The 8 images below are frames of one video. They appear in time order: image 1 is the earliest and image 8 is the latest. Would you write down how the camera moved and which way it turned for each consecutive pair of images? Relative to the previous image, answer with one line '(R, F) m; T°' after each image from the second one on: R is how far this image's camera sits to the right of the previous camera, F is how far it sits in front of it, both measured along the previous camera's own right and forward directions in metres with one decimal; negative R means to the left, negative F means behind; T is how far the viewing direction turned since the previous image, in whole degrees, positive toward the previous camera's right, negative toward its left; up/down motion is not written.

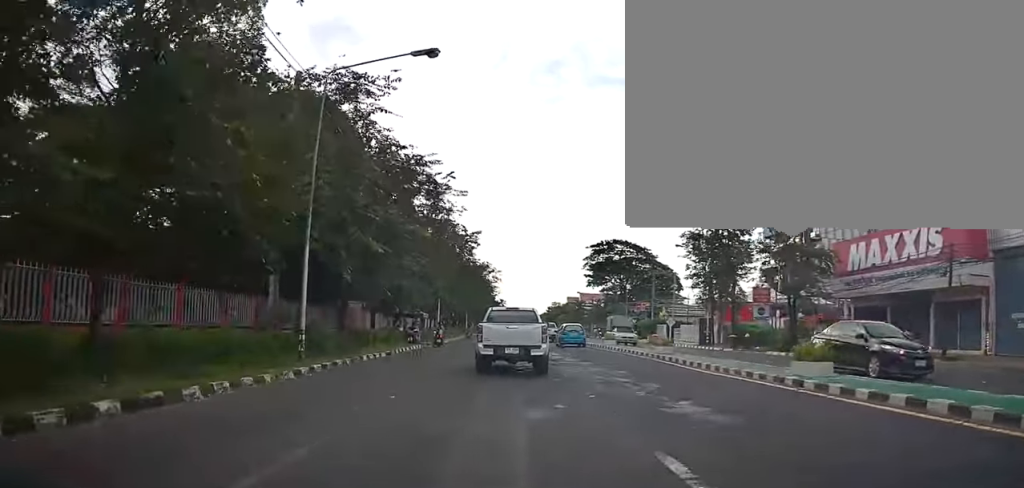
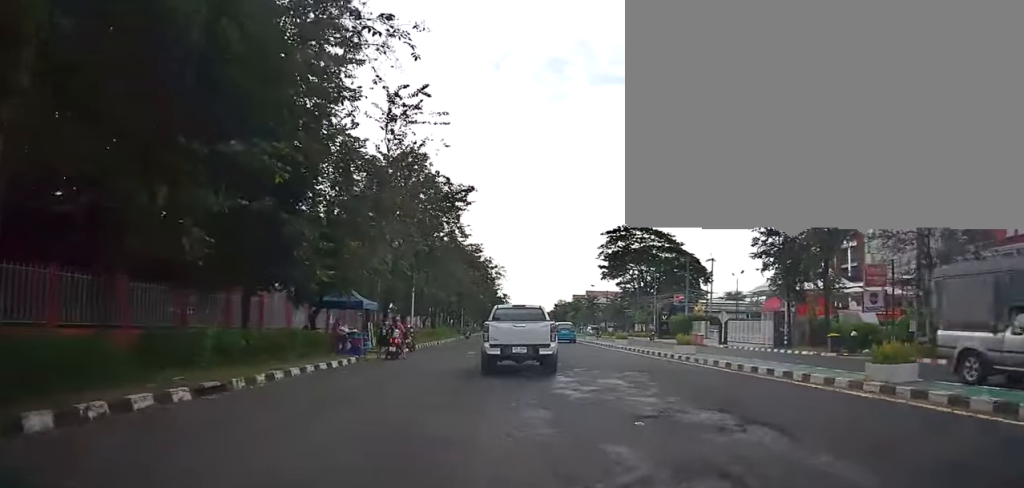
(+0.4, +14.8) m; +2°
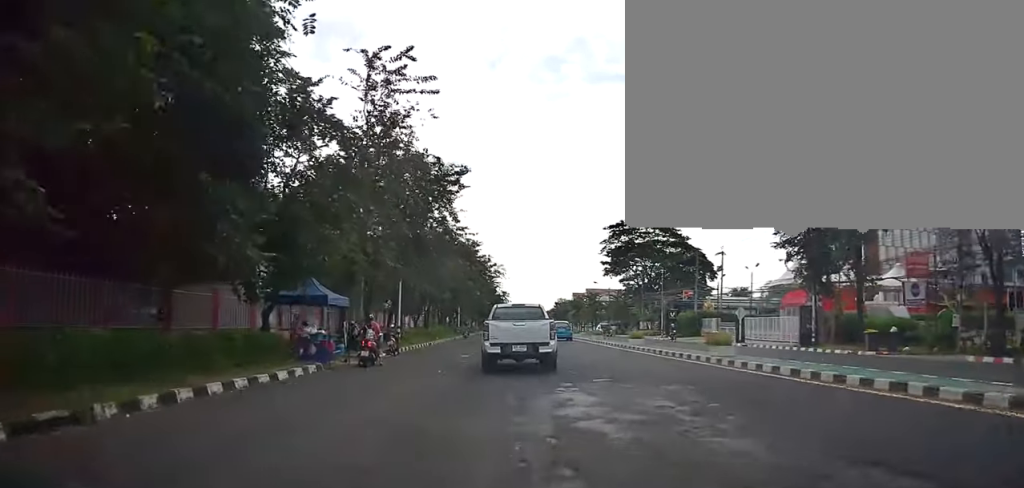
(+0.1, +3.9) m; 0°
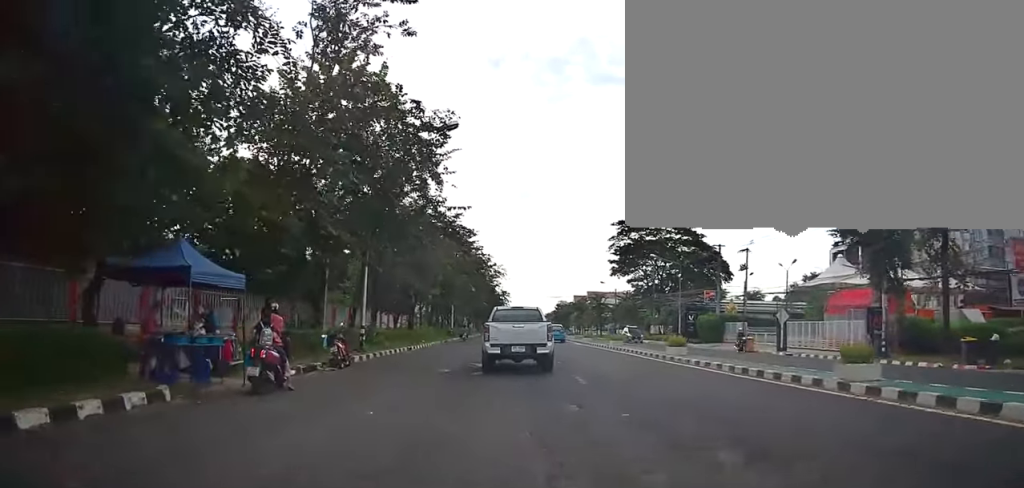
(-0.4, +7.5) m; -1°
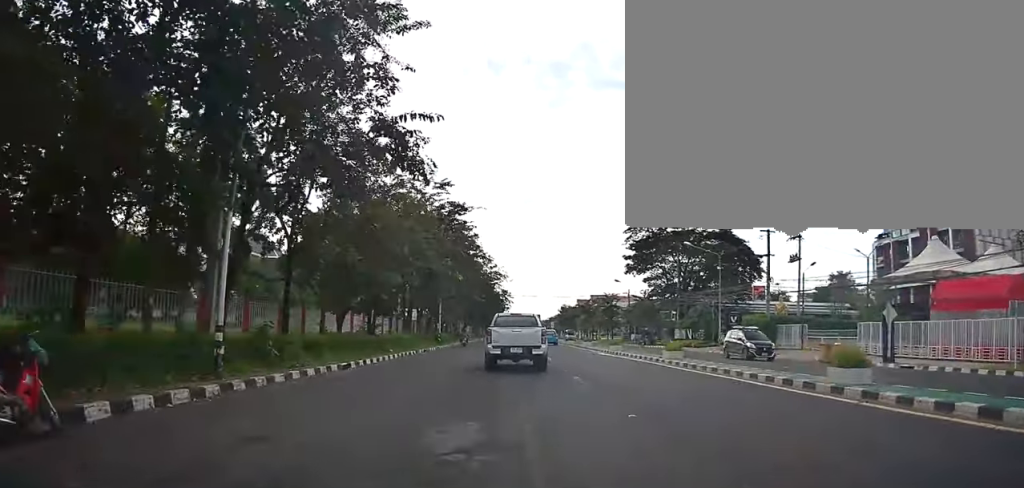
(-0.1, +11.8) m; -1°
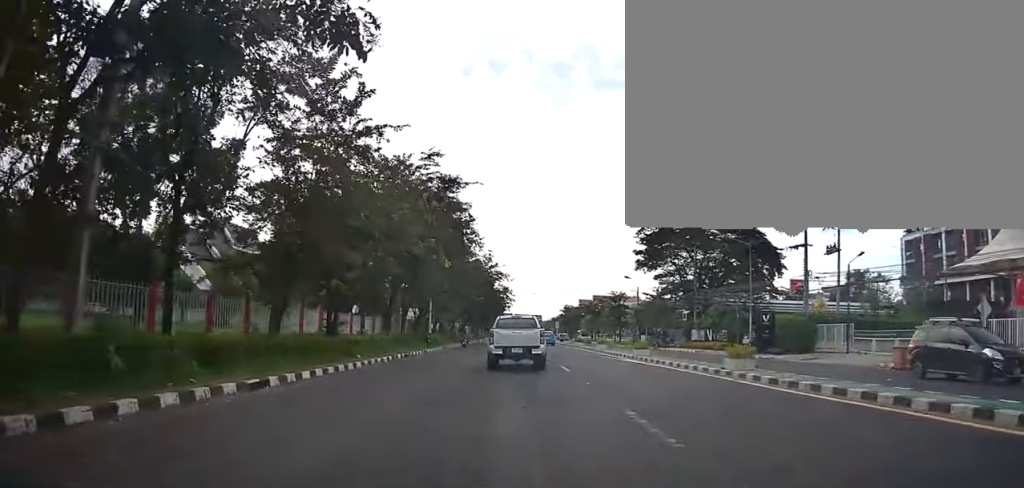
(0.0, +6.3) m; +2°
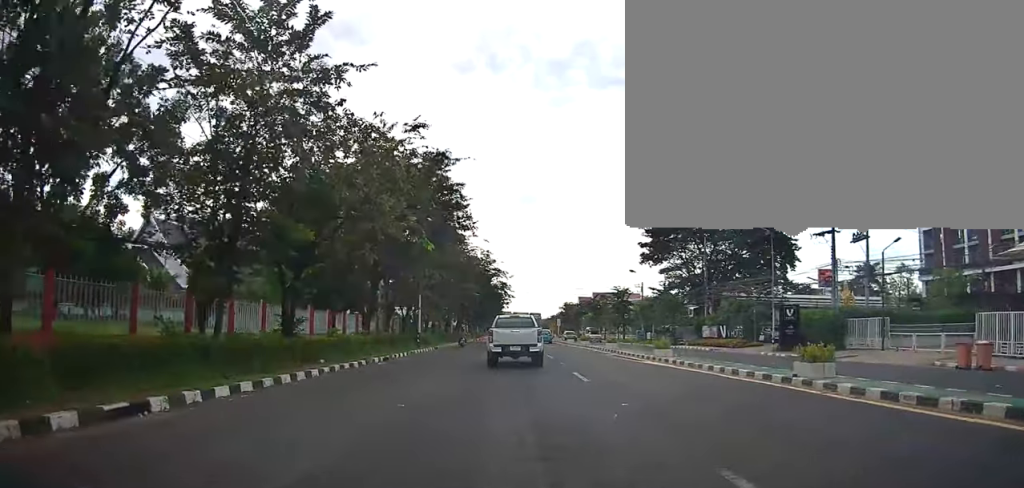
(+0.2, +4.1) m; +3°
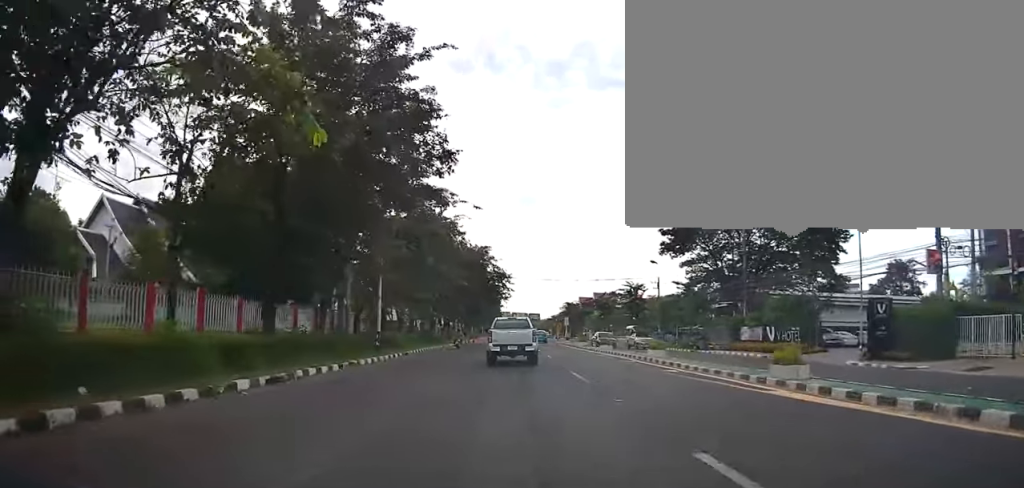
(-0.2, +10.8) m; -3°
